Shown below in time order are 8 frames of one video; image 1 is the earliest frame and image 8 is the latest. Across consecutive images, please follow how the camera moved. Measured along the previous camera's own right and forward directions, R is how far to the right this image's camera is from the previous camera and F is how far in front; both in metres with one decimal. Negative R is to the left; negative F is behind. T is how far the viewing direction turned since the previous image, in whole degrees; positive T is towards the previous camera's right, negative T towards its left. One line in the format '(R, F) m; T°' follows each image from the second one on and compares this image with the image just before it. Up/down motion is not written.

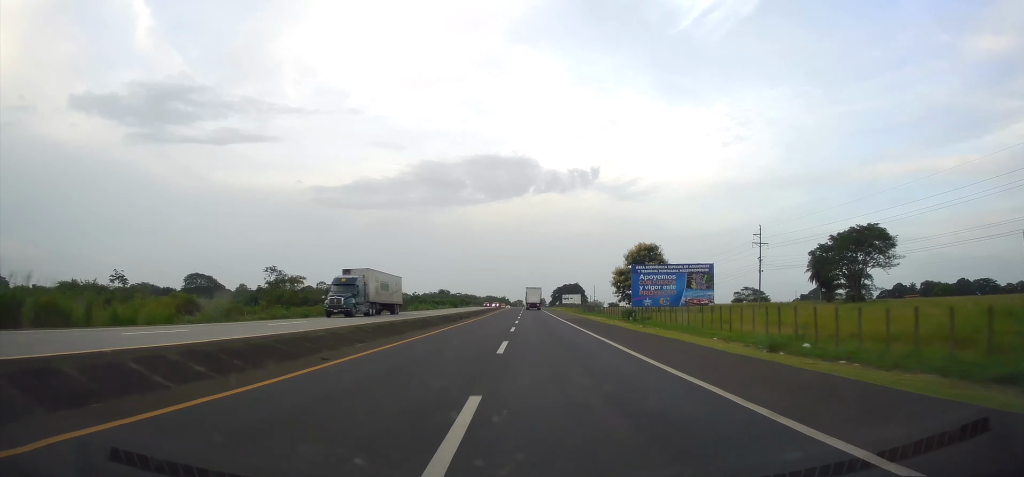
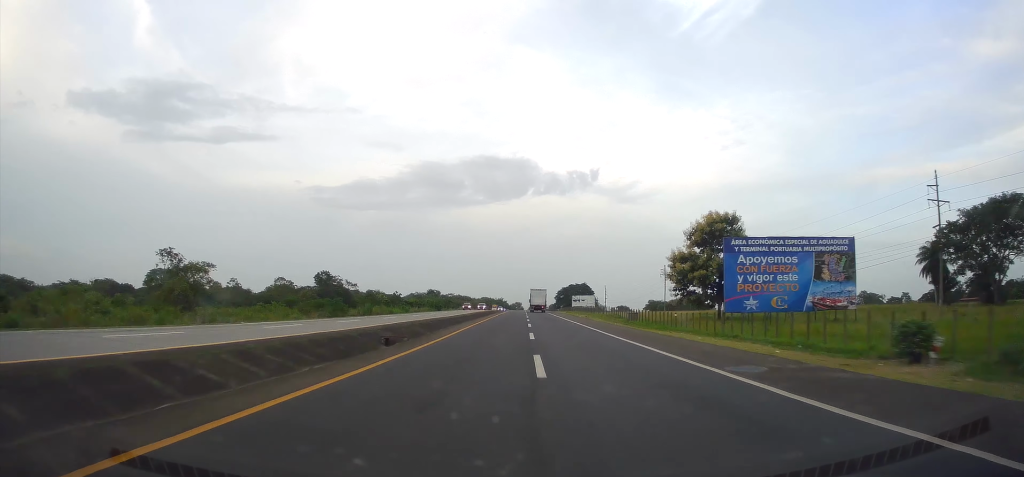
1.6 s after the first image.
(-0.2, +38.7) m; 0°
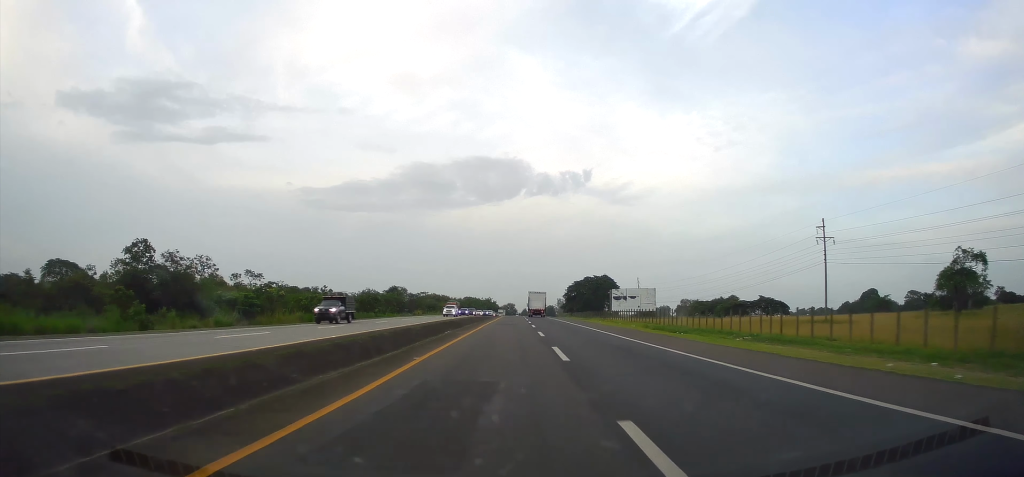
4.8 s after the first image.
(+0.3, +79.3) m; 0°
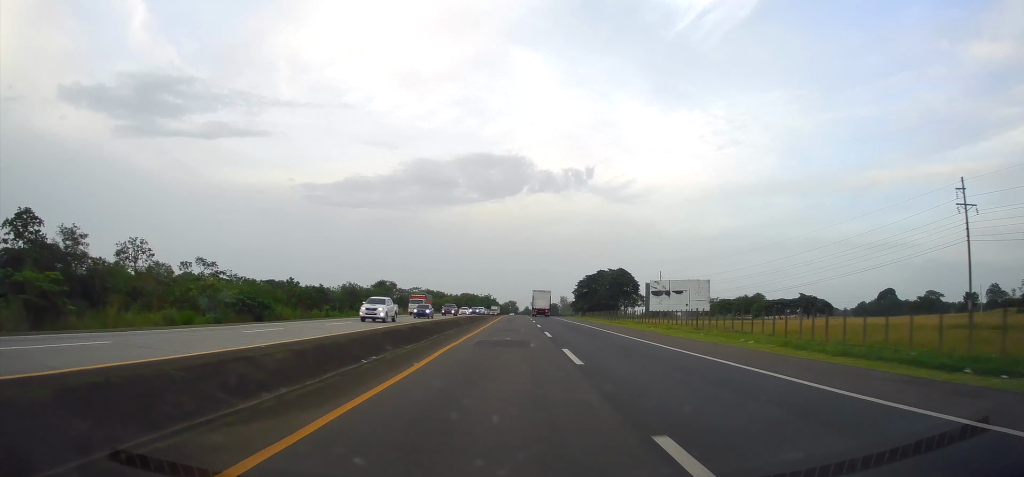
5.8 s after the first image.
(0.0, +24.3) m; 0°
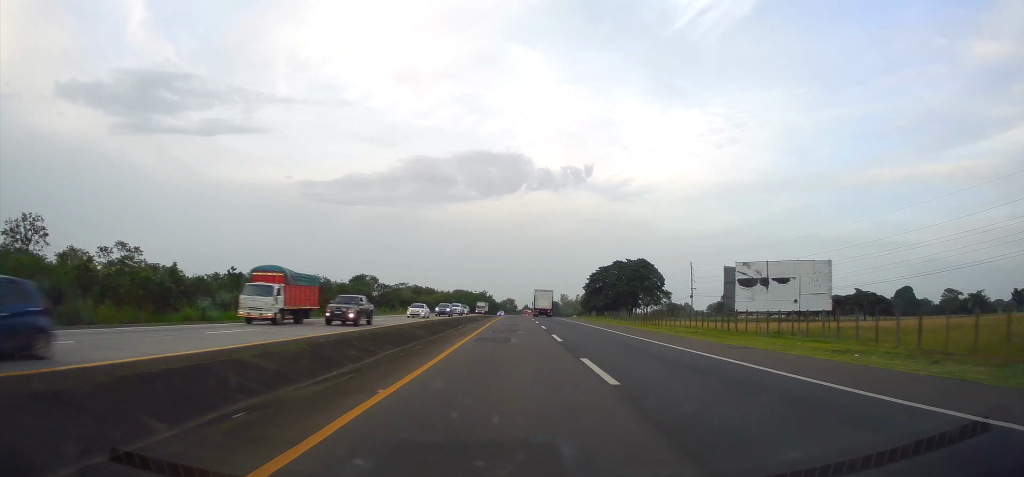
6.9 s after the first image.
(0.0, +26.3) m; 0°
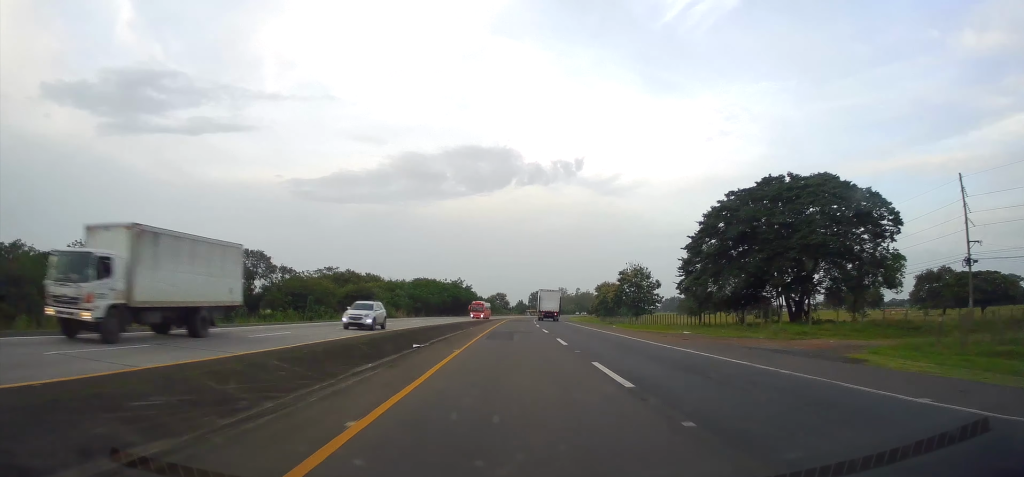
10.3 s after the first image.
(+1.1, +81.0) m; +1°
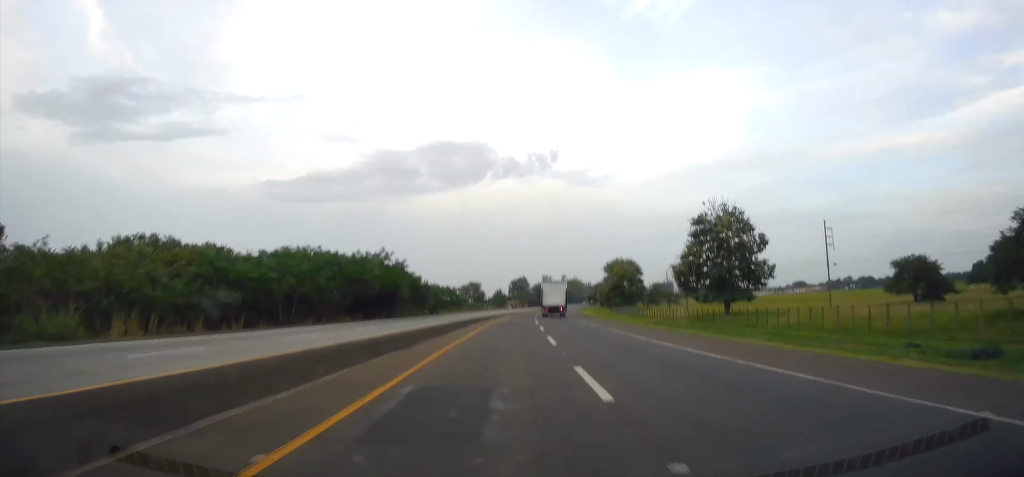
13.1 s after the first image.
(+0.3, +69.6) m; +2°
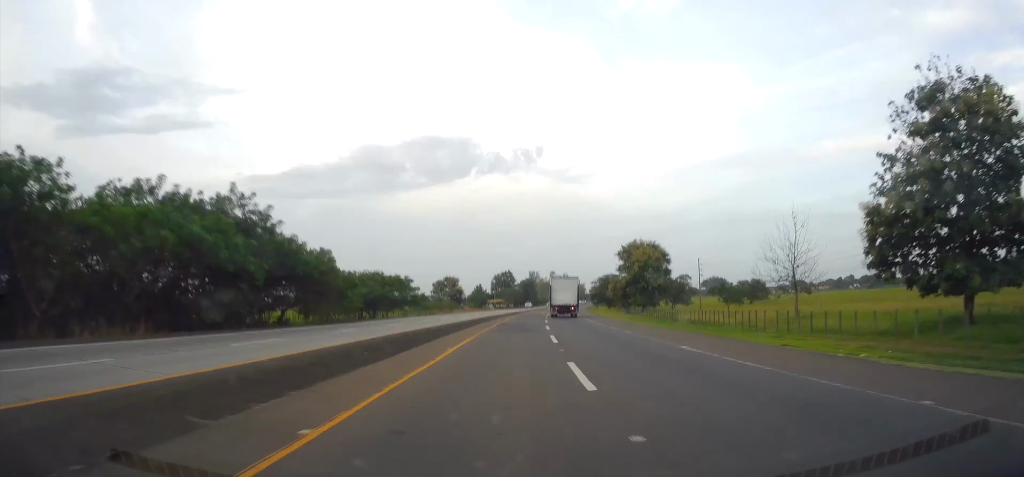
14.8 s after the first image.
(+0.7, +43.7) m; +3°
